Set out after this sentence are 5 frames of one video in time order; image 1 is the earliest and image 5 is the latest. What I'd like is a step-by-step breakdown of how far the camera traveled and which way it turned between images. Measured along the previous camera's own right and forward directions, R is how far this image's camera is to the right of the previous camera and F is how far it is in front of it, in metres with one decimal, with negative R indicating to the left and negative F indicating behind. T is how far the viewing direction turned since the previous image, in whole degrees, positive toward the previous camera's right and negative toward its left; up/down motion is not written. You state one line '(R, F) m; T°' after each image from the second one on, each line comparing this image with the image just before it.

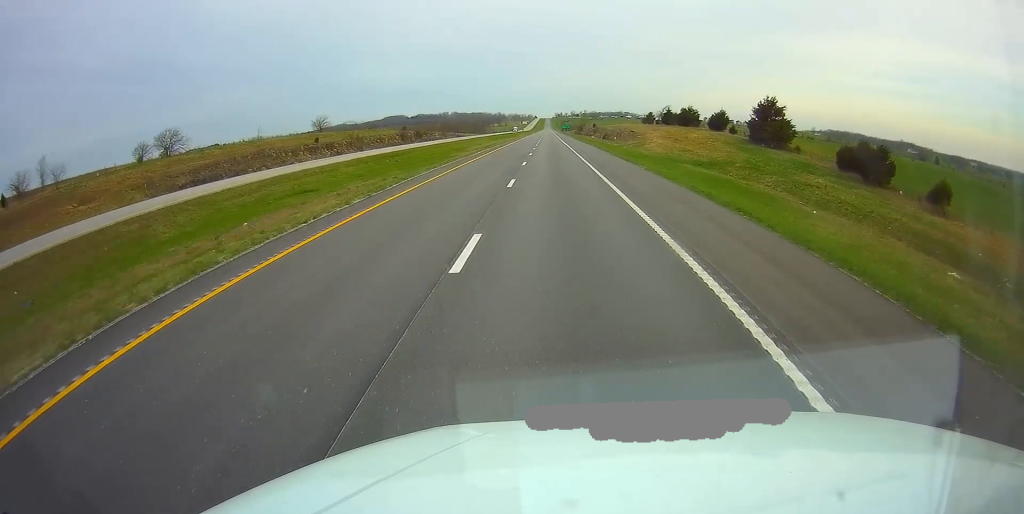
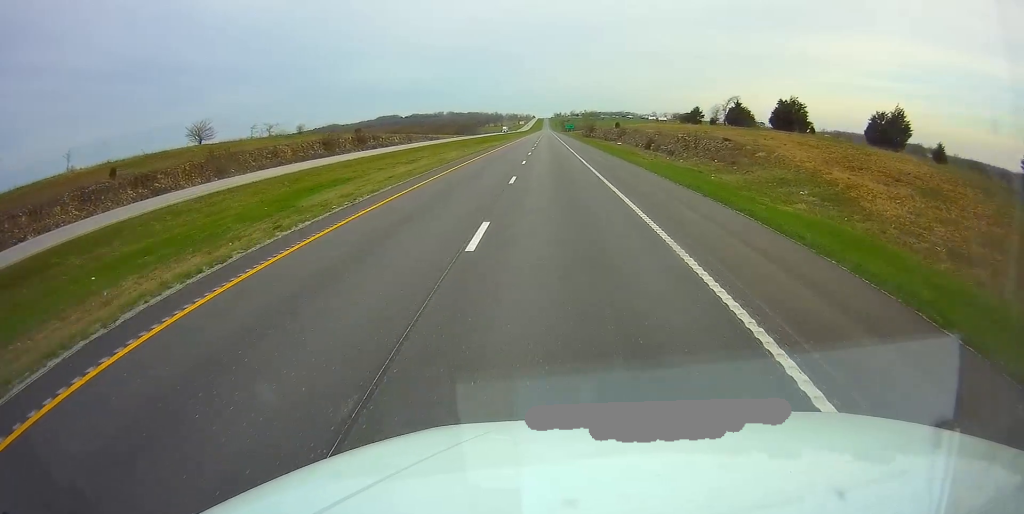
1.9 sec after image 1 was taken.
(0.0, +48.9) m; 0°
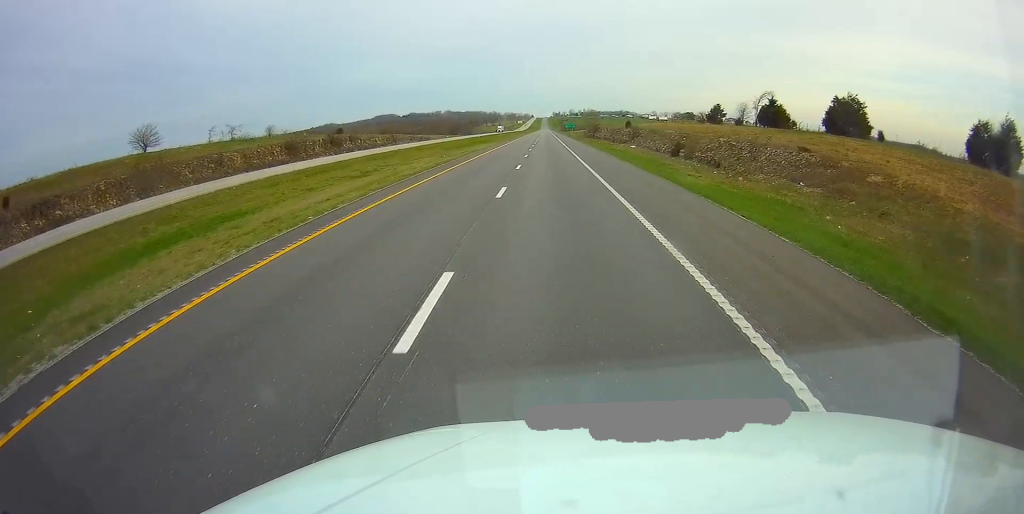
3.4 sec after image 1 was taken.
(+0.2, +44.1) m; 0°
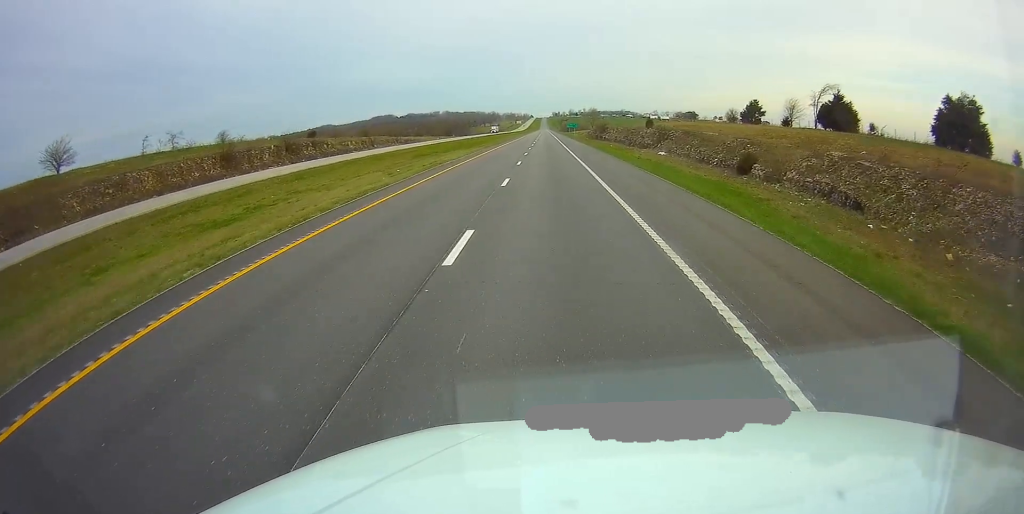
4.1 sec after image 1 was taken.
(0.0, +19.8) m; 0°
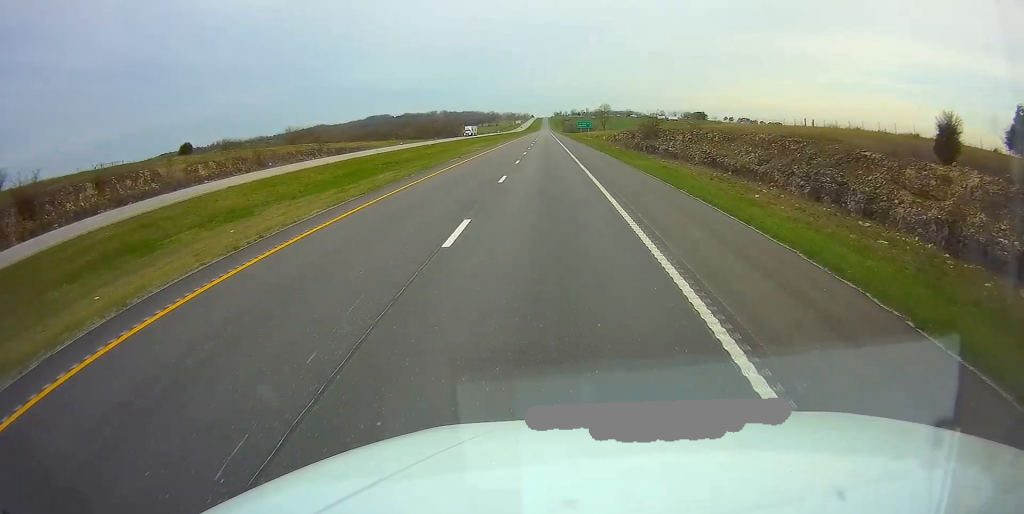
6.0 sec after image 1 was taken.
(-0.1, +56.5) m; 0°
